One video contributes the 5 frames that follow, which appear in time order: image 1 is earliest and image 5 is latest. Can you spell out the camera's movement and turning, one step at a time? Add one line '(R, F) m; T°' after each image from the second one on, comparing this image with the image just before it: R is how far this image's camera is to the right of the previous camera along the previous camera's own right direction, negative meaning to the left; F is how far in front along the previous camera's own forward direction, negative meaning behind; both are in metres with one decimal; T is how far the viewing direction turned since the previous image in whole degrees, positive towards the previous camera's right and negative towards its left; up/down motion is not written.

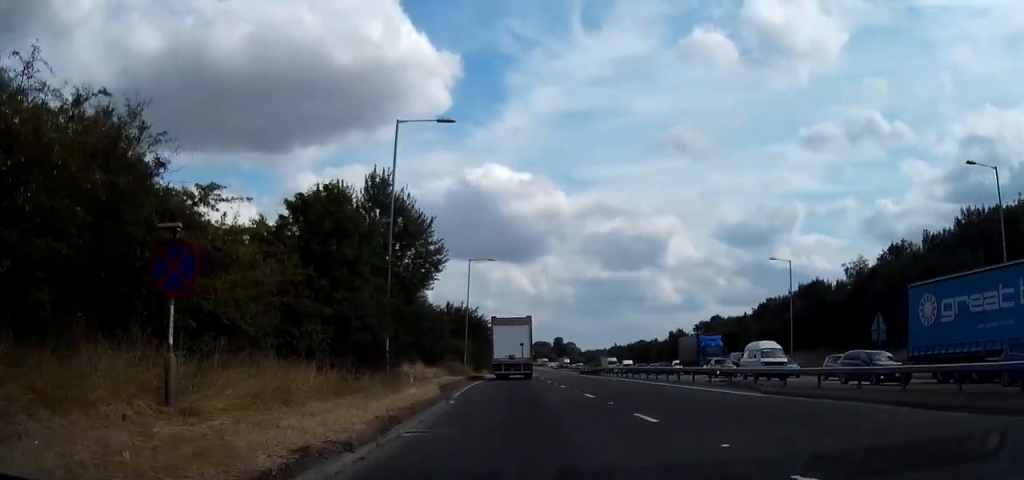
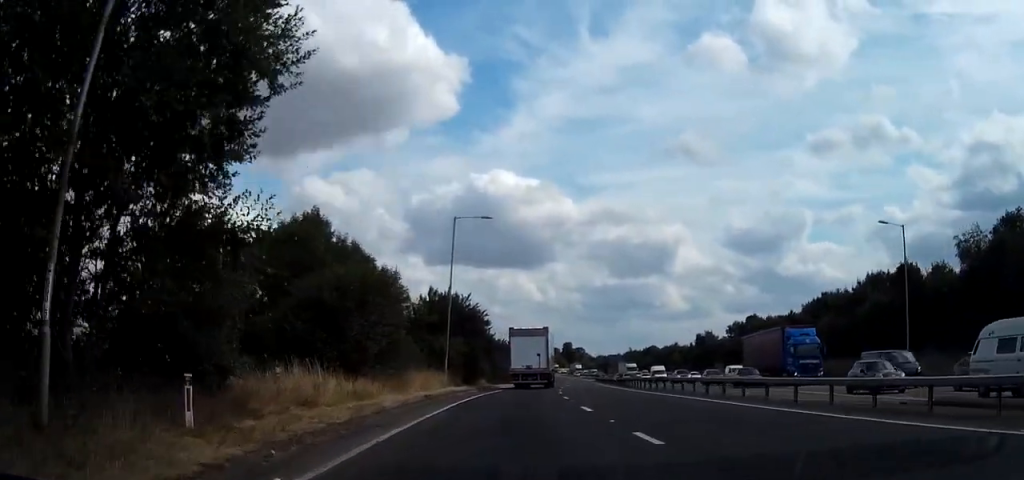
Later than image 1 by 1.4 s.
(0.0, +22.1) m; 0°
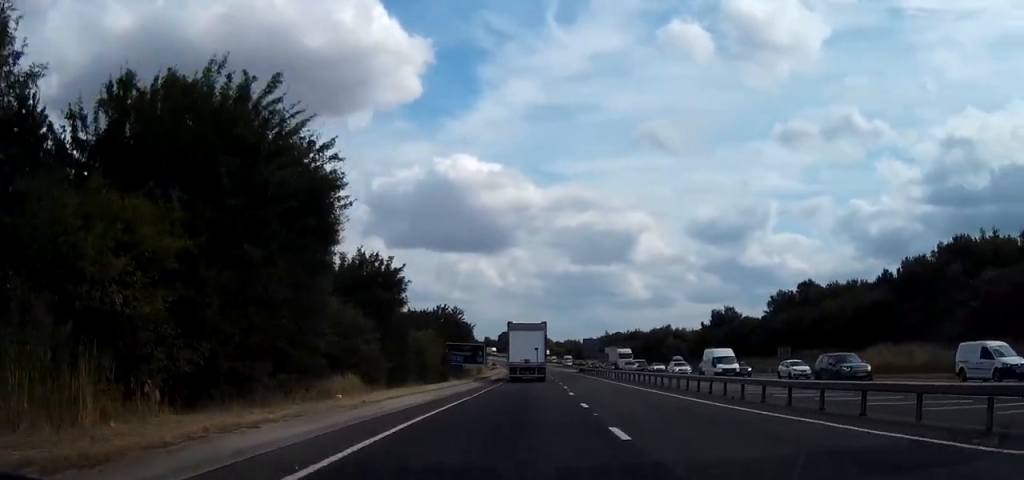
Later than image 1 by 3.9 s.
(+1.3, +45.2) m; +4°
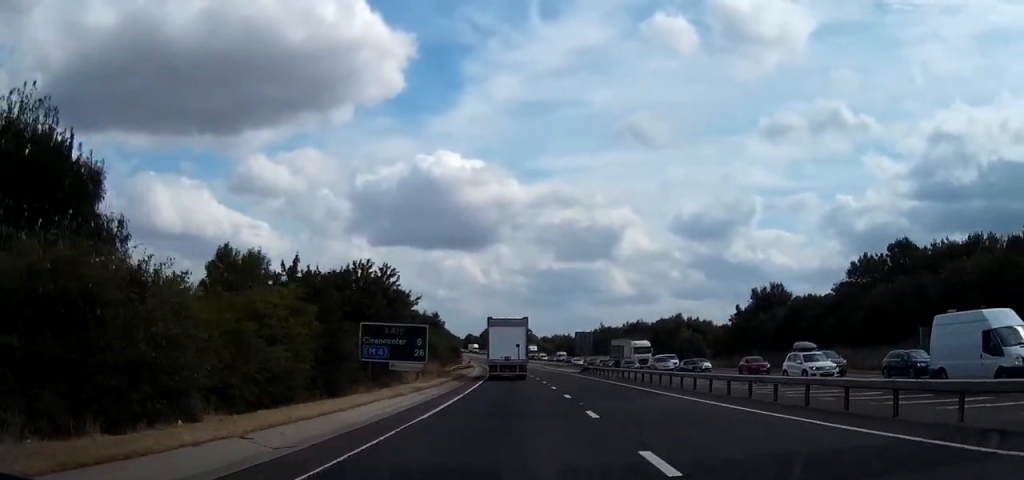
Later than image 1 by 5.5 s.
(+0.5, +31.7) m; +2°
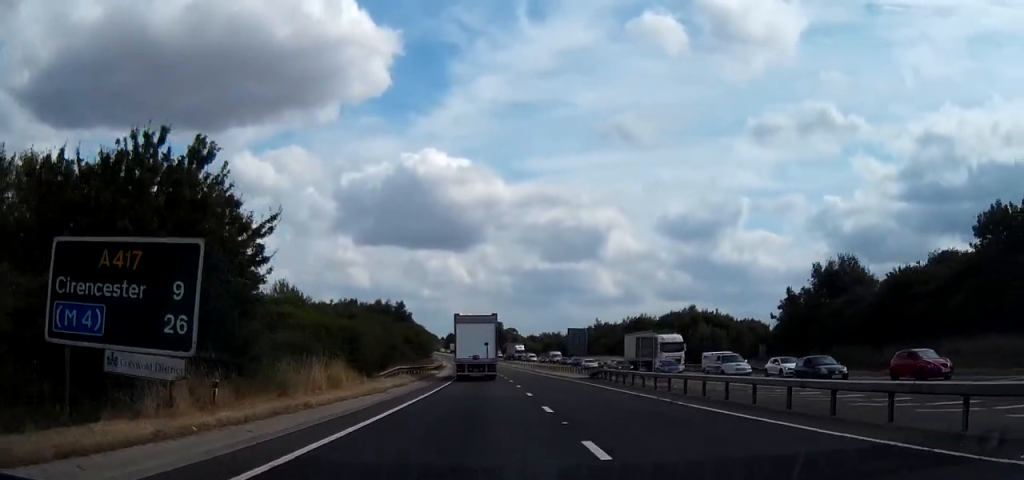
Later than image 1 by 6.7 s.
(+0.2, +26.3) m; 0°
